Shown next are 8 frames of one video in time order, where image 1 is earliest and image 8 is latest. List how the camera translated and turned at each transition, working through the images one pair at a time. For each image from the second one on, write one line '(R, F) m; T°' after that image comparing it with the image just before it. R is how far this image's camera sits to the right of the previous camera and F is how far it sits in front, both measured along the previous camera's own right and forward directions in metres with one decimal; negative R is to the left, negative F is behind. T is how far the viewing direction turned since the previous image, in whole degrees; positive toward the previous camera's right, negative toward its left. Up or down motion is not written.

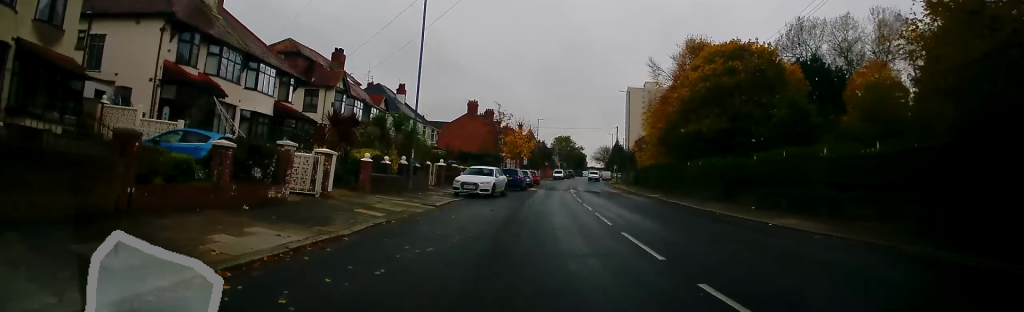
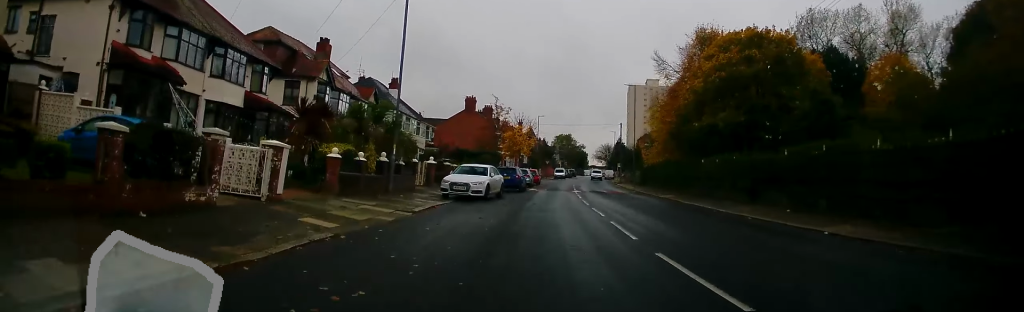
(-0.2, +3.4) m; 0°
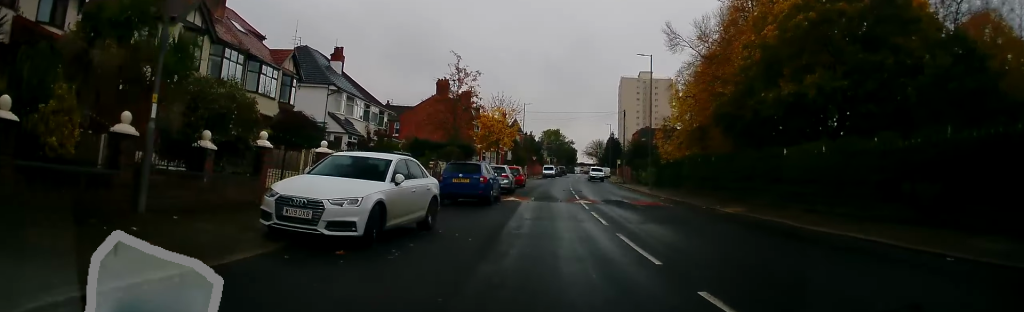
(+0.5, +15.0) m; +2°
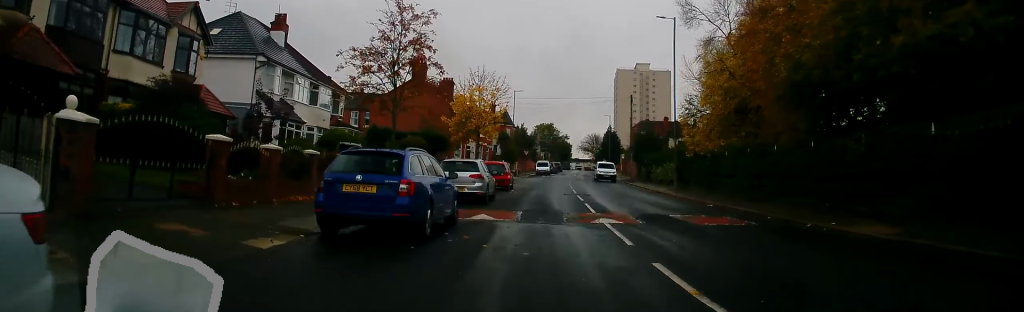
(0.0, +10.3) m; 0°
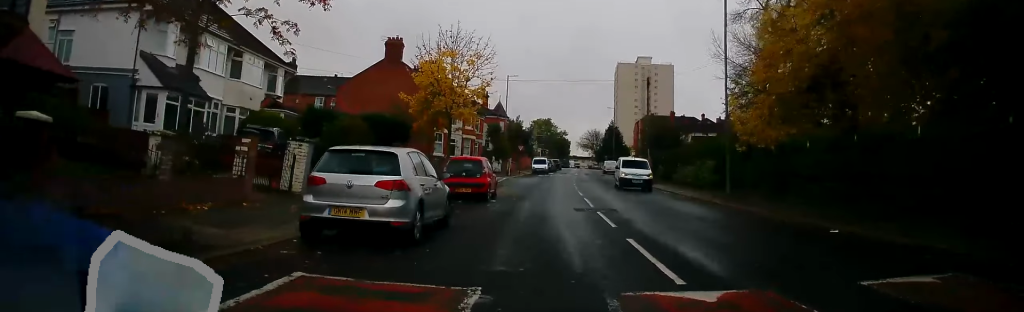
(0.0, +10.8) m; 0°
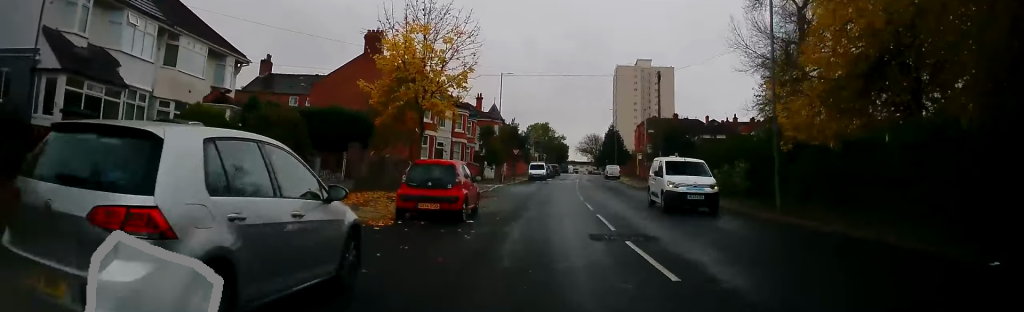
(0.0, +6.1) m; 0°
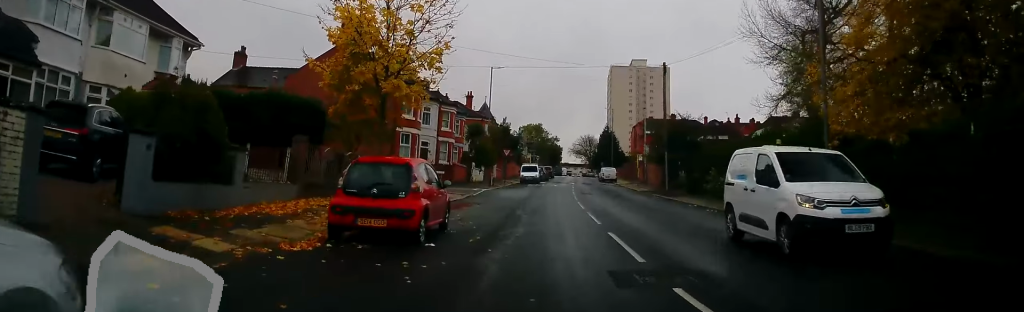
(-0.1, +4.4) m; +2°
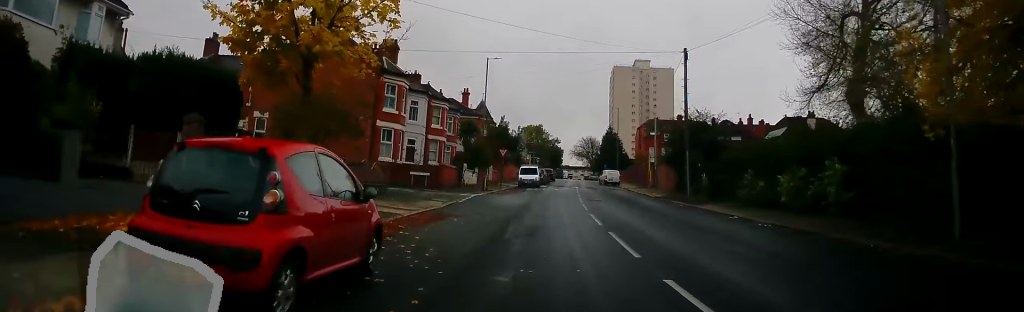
(+0.3, +5.4) m; 0°
